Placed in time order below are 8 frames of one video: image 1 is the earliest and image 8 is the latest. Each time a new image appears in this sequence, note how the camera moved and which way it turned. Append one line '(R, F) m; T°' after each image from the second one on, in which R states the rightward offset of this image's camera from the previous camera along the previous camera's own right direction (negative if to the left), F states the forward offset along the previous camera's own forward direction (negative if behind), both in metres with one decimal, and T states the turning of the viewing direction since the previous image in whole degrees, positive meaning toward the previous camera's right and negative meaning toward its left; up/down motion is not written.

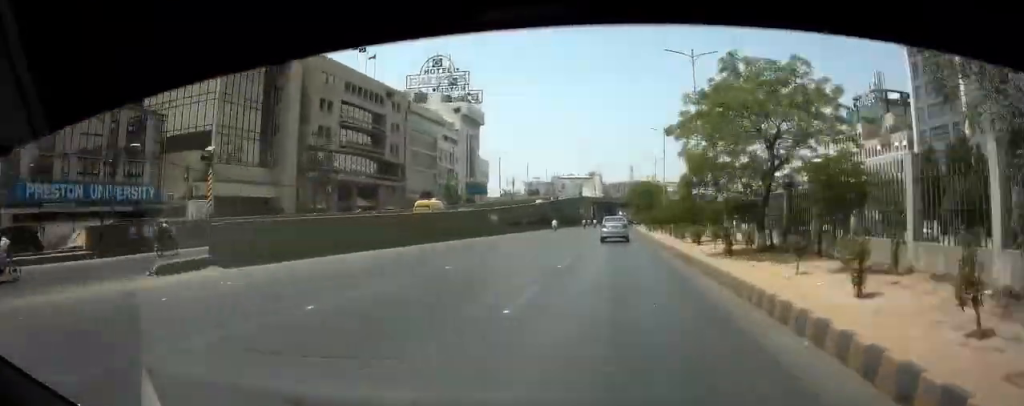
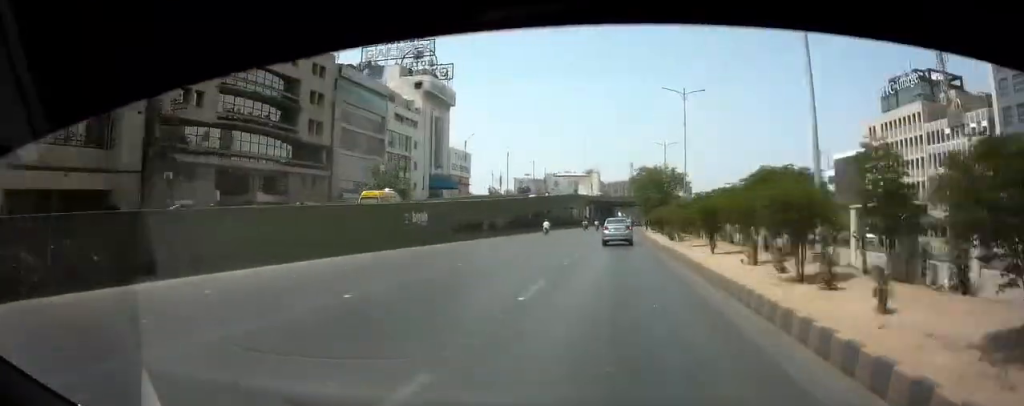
(0.0, +22.2) m; 0°
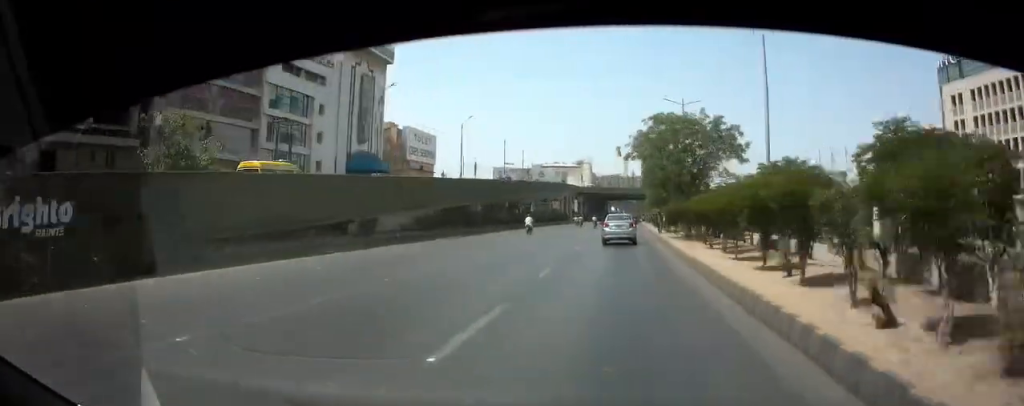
(-0.1, +27.2) m; 0°
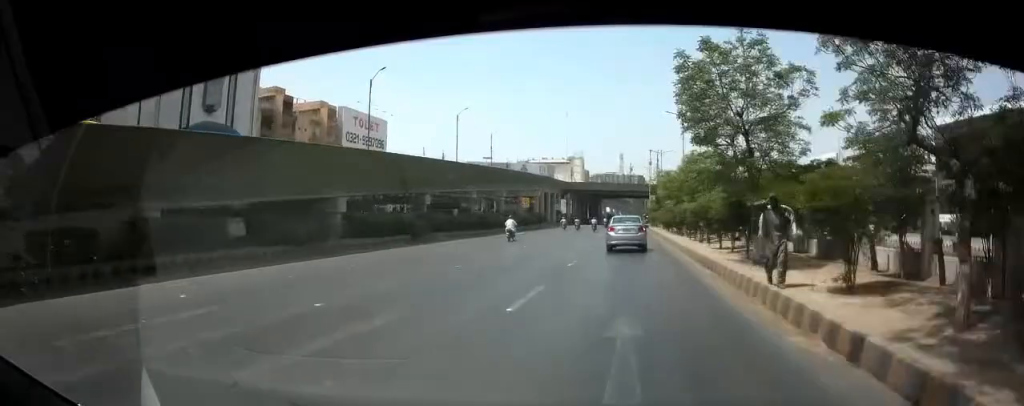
(+0.1, +28.7) m; 0°
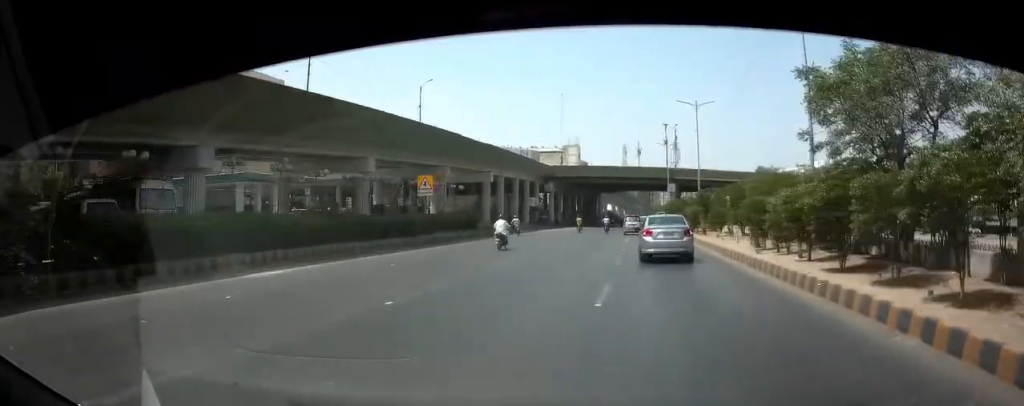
(+0.4, +40.7) m; 0°
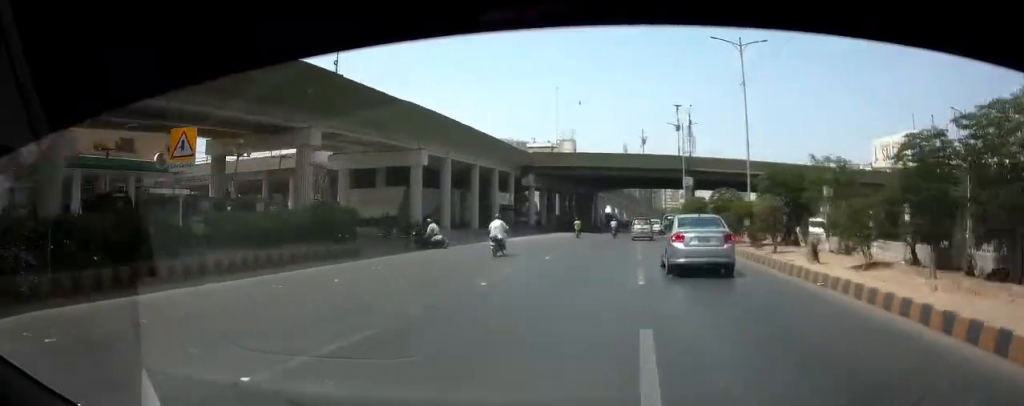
(+0.1, +22.0) m; 0°
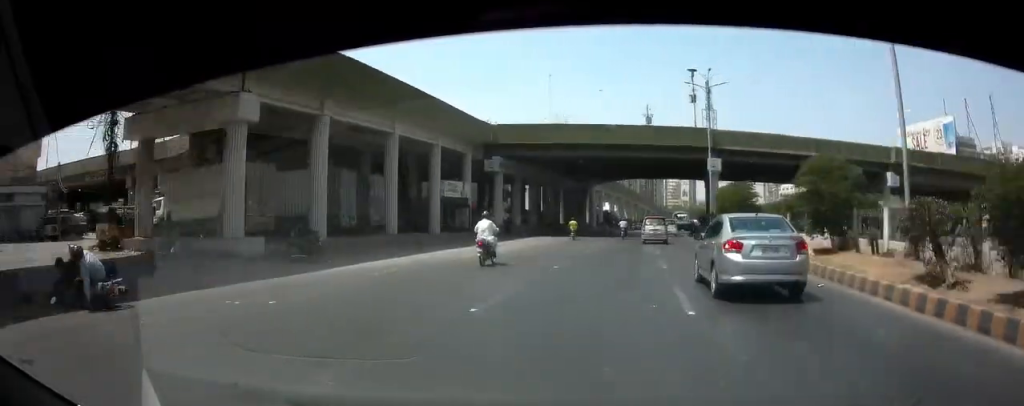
(-0.2, +19.2) m; 0°
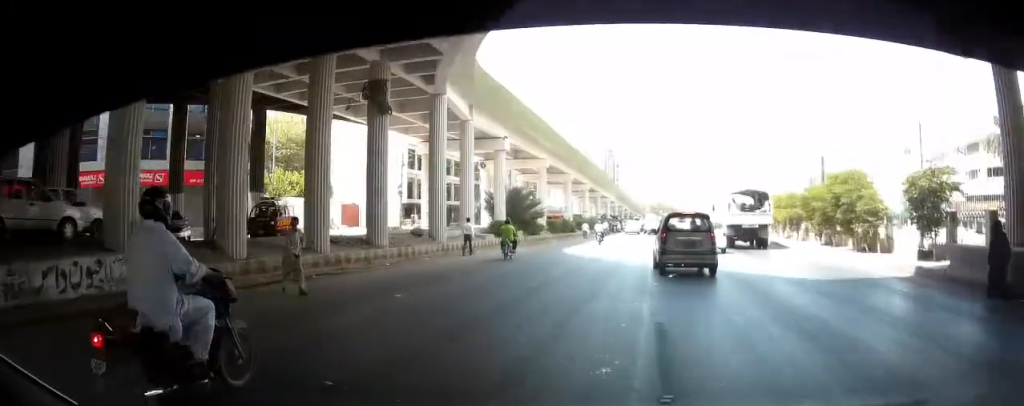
(+2.1, +70.5) m; +4°
